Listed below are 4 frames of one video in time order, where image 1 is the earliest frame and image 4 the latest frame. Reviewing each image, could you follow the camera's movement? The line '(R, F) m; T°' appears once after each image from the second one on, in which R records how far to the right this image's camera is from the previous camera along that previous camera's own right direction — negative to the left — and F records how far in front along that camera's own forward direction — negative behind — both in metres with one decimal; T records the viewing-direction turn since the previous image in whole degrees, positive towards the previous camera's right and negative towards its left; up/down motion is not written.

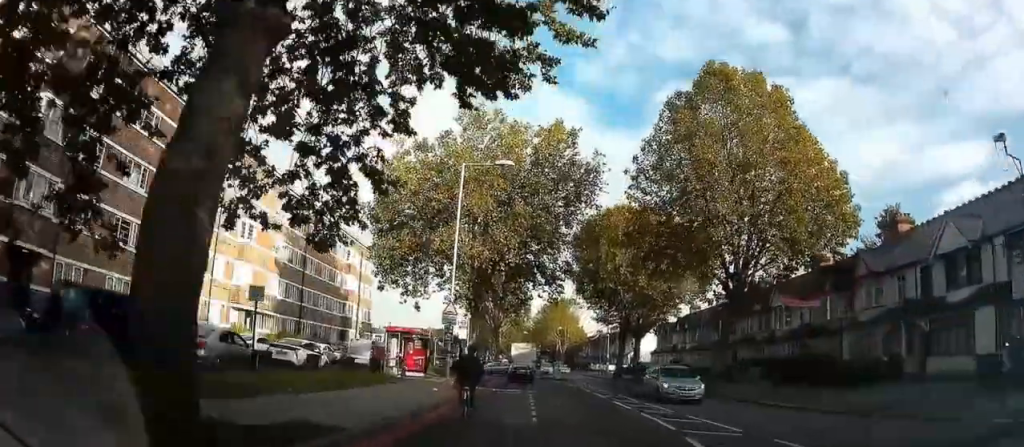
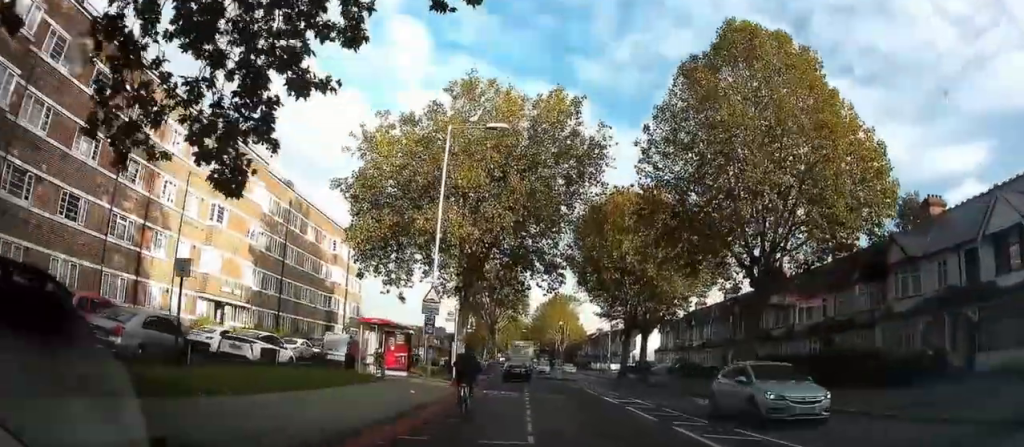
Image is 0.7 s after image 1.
(-0.1, +4.1) m; -1°
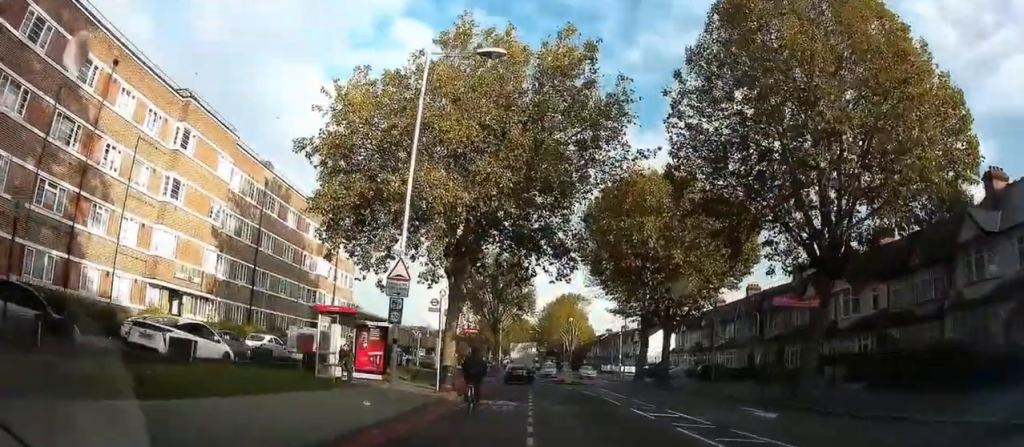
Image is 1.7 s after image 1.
(-0.1, +5.8) m; -1°
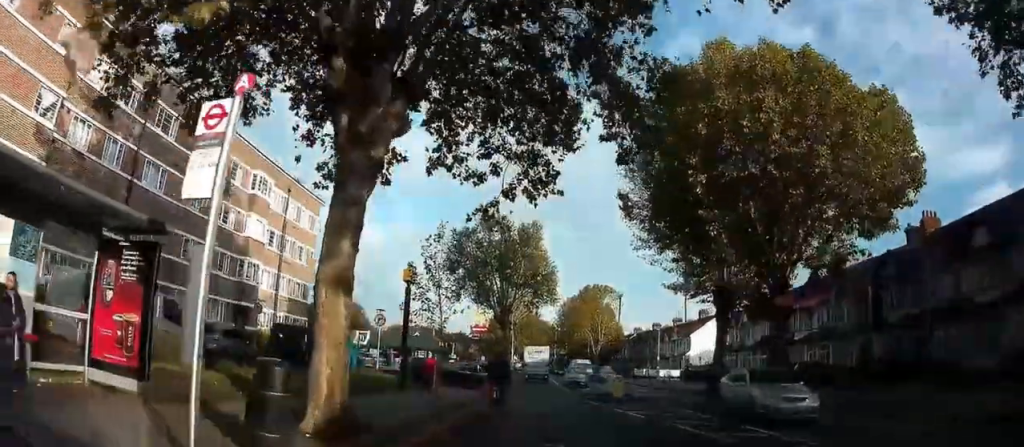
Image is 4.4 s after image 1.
(-0.4, +15.5) m; -2°
